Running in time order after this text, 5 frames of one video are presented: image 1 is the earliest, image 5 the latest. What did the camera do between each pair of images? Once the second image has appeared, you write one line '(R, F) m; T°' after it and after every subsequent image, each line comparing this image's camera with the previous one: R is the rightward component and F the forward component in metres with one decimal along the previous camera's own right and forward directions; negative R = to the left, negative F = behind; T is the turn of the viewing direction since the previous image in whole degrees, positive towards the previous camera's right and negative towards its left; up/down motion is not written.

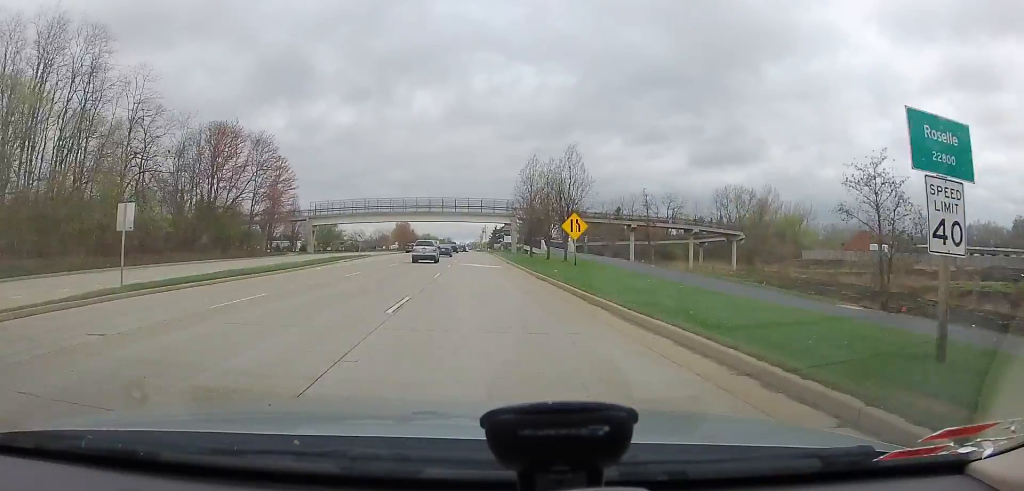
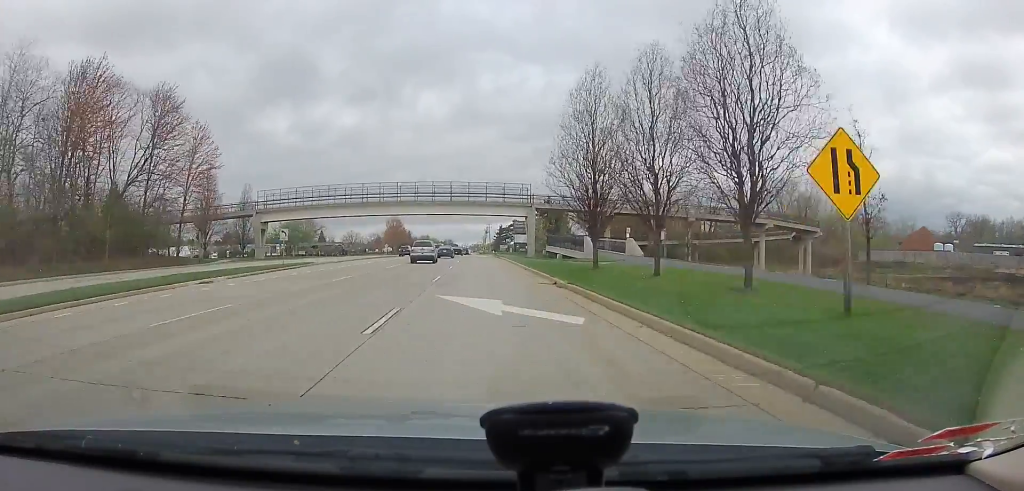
(-0.1, +26.6) m; -1°
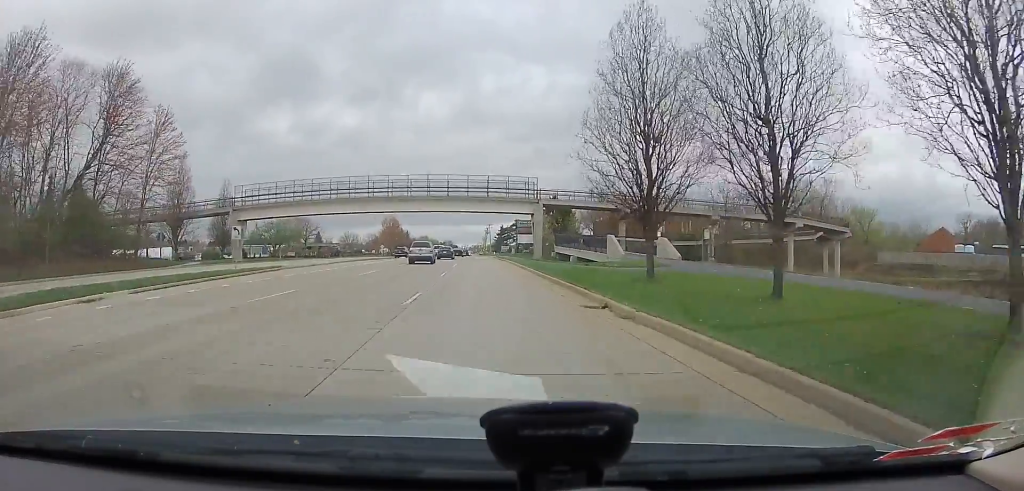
(-0.1, +7.8) m; 0°
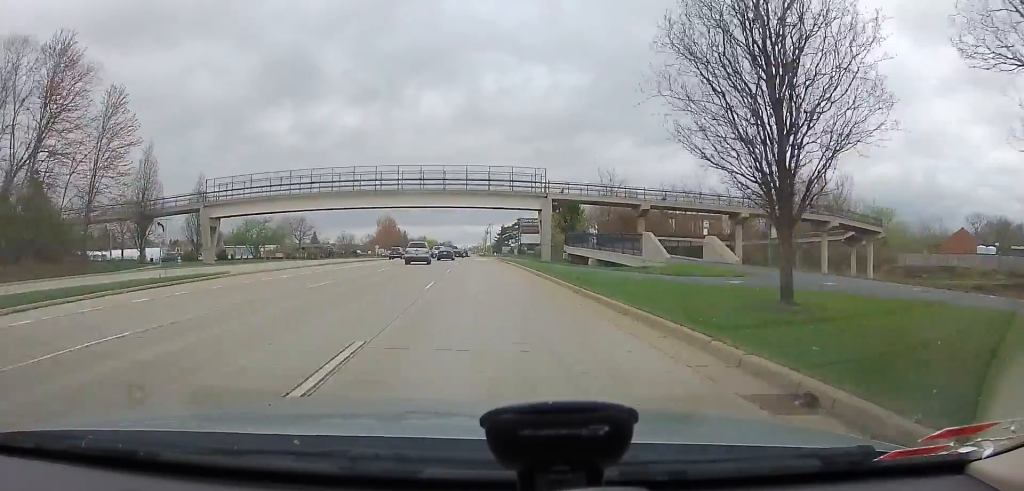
(-0.1, +7.9) m; 0°
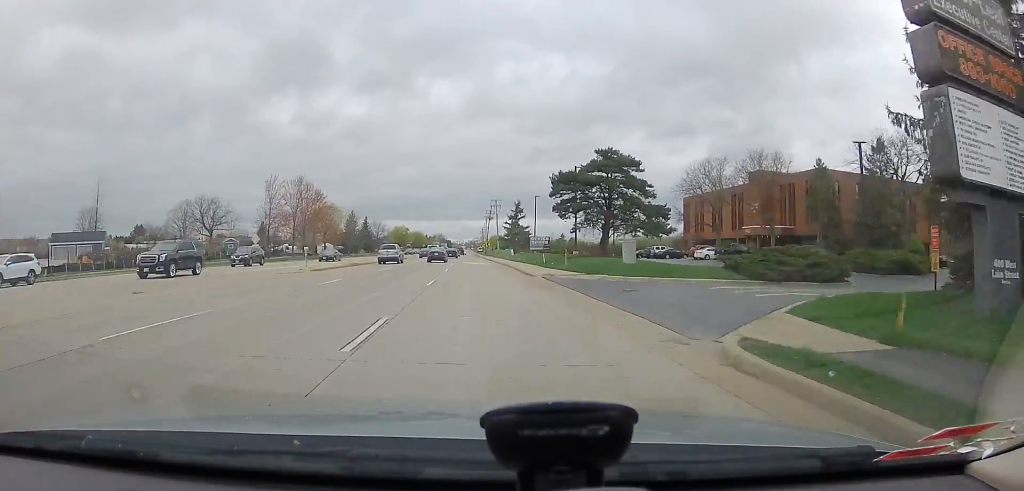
(+1.0, +83.5) m; +3°
